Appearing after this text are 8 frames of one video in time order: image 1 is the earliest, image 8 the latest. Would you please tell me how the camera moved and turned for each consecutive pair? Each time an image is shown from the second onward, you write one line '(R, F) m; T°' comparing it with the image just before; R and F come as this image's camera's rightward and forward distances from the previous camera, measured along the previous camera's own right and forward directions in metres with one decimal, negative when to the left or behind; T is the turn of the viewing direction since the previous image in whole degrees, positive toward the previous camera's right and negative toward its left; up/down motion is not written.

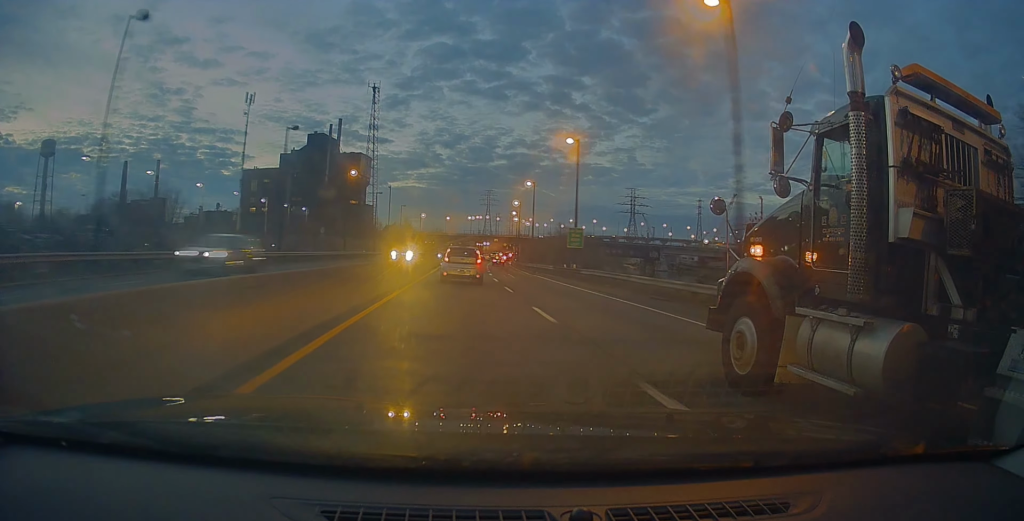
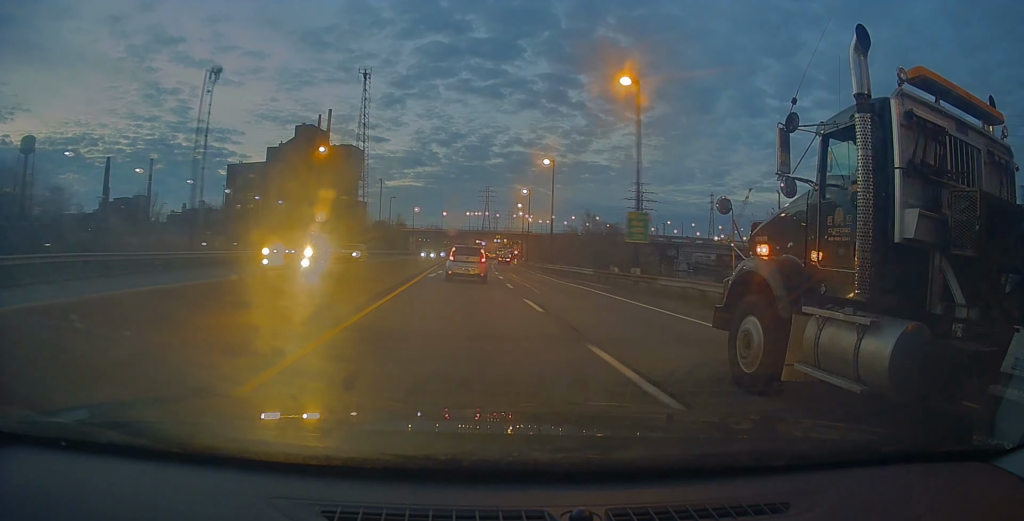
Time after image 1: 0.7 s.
(0.0, +16.1) m; -1°
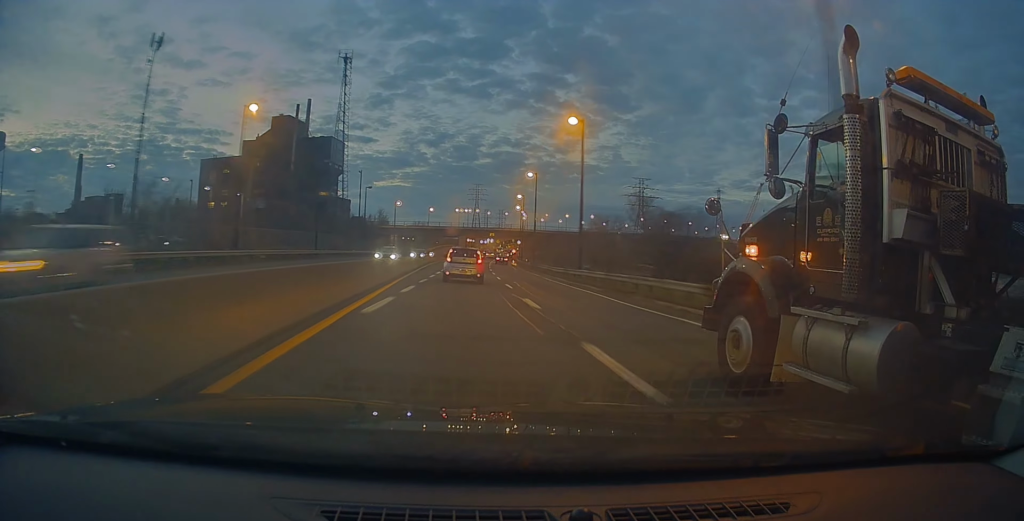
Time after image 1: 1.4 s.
(-0.2, +17.6) m; -1°
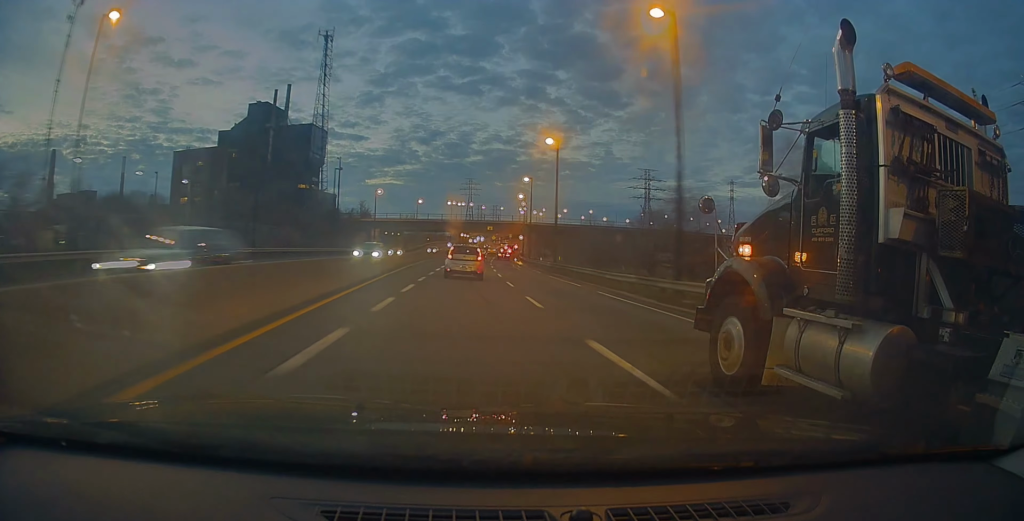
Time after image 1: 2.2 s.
(-0.3, +18.3) m; 0°
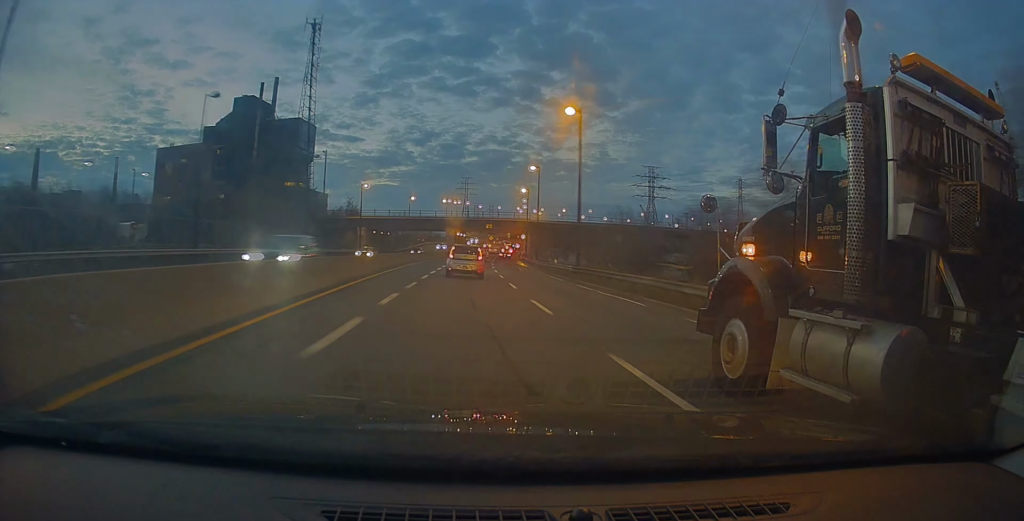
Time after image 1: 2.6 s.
(0.0, +10.3) m; +1°
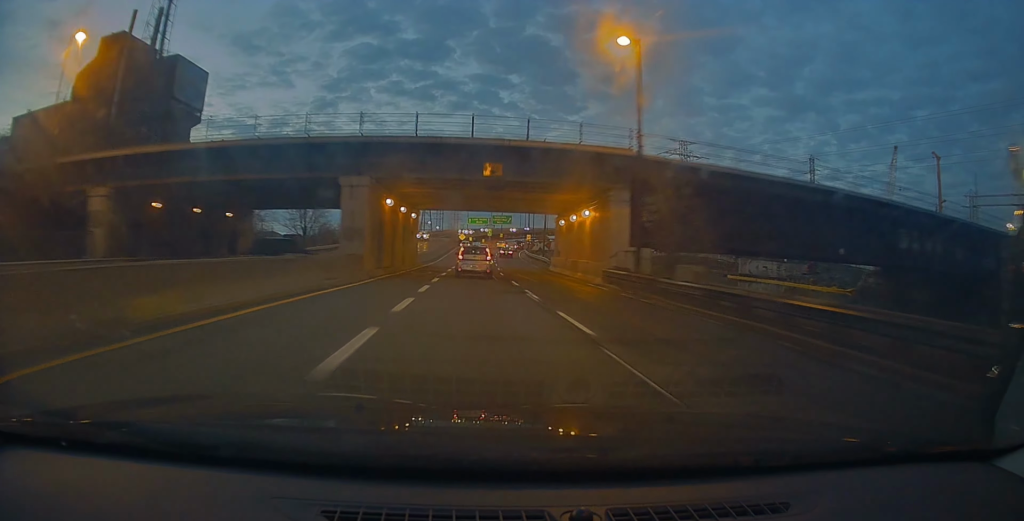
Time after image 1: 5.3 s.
(+3.0, +65.4) m; +3°
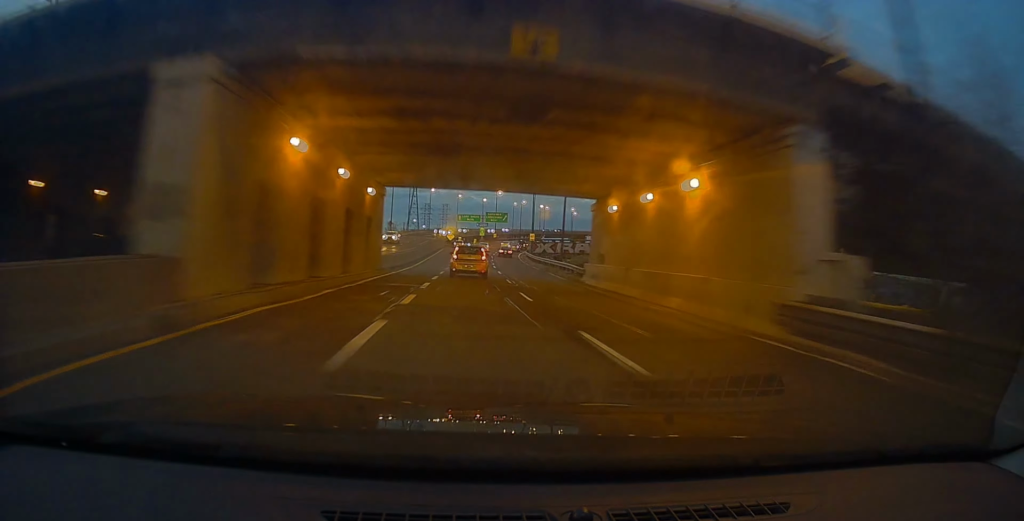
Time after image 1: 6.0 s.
(-0.4, +16.6) m; +1°
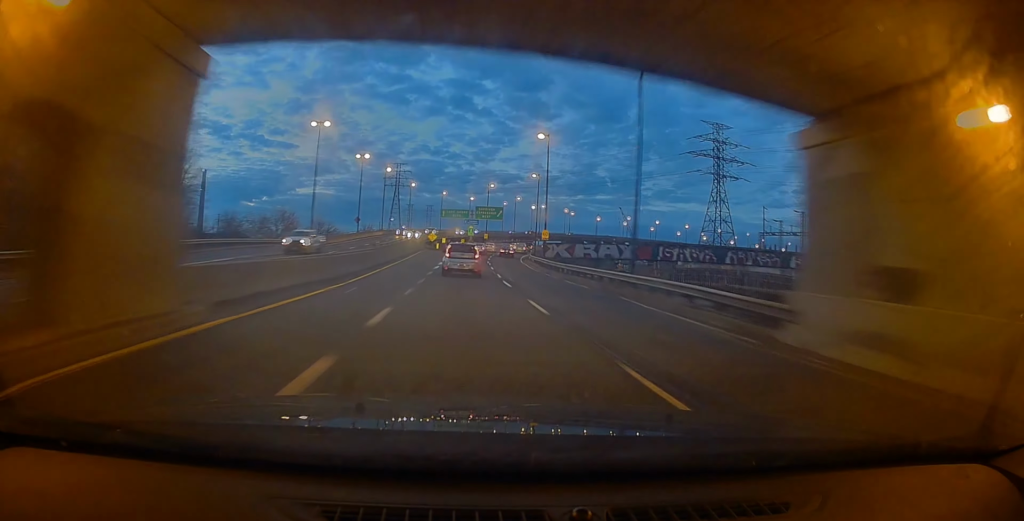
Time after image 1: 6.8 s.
(+1.1, +21.8) m; +2°
